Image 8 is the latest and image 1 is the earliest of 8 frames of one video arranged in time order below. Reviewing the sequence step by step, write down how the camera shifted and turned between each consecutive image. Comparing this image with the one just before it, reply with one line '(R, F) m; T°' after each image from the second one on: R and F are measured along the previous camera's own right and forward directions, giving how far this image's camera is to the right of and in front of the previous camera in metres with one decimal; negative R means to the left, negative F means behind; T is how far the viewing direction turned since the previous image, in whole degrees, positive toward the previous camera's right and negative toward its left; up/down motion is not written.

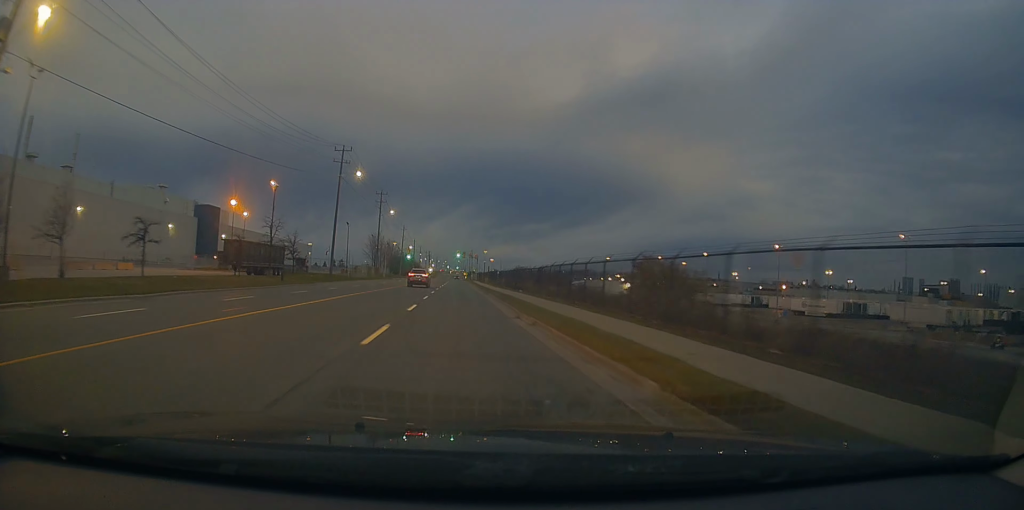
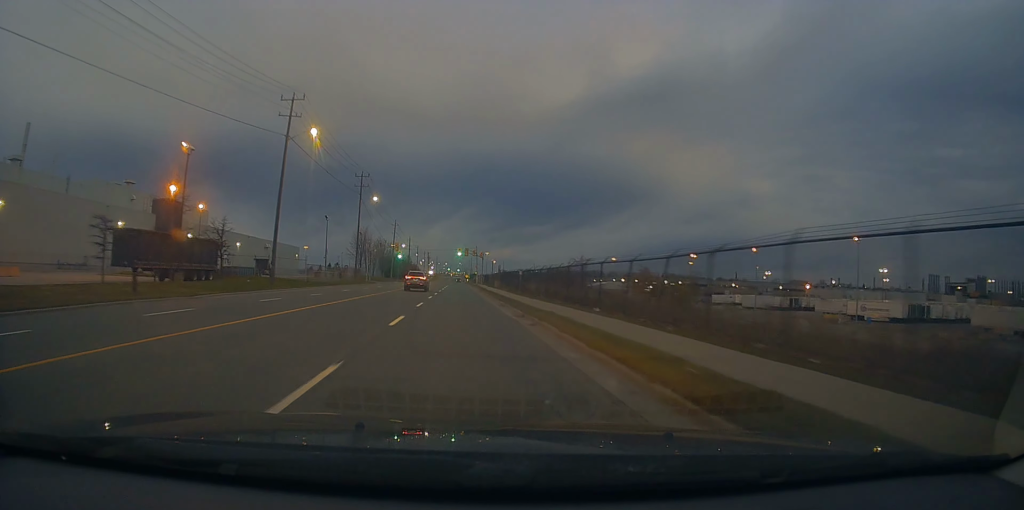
(+0.1, +23.2) m; +1°
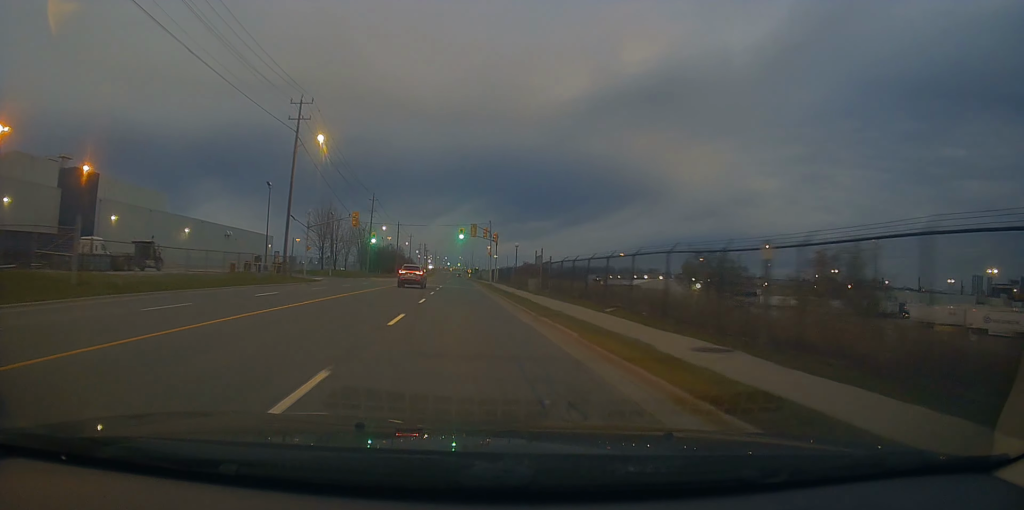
(-0.1, +37.0) m; -1°
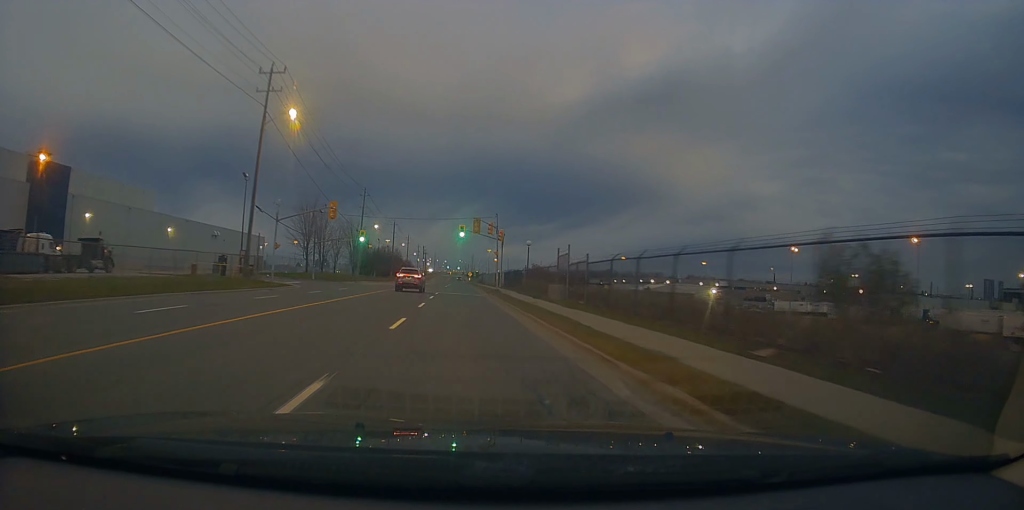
(0.0, +9.5) m; 0°
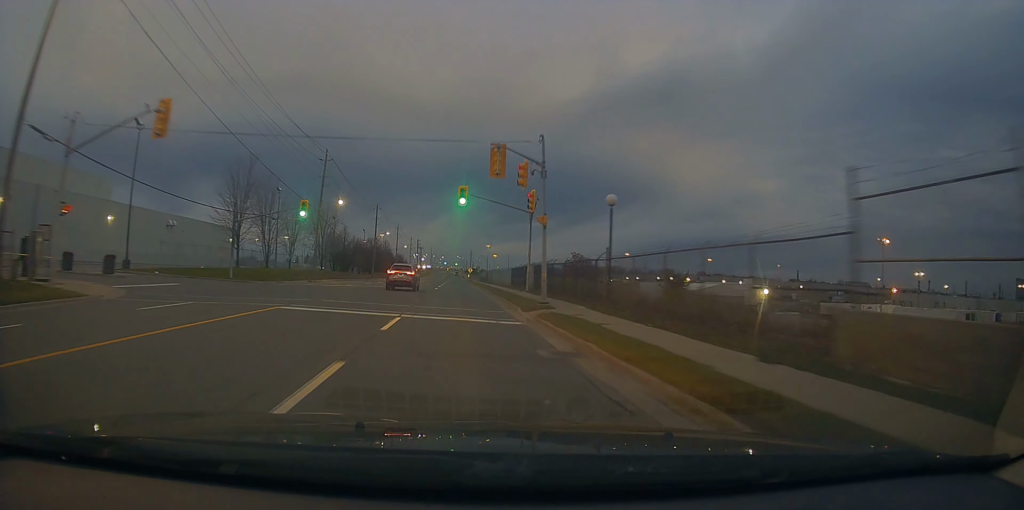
(+0.2, +26.3) m; +1°
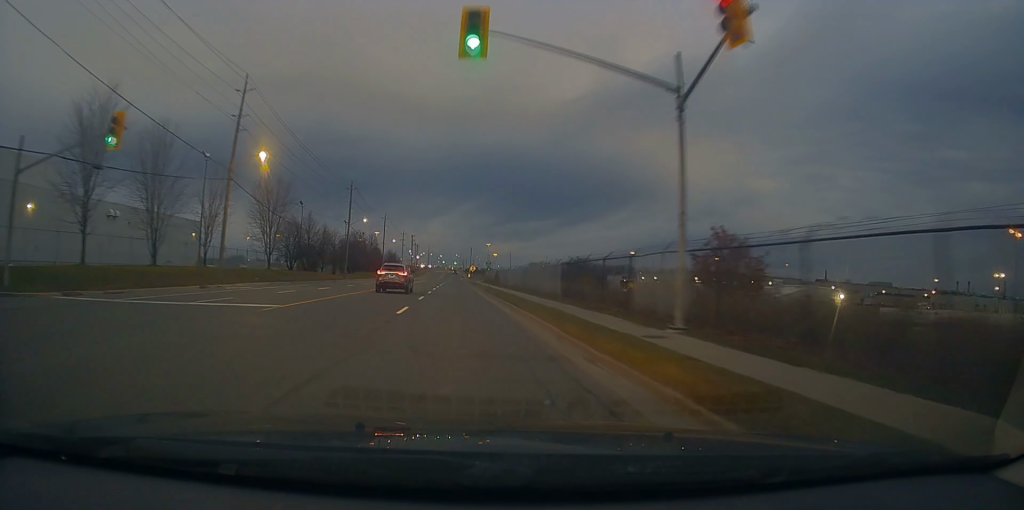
(+0.5, +26.4) m; 0°
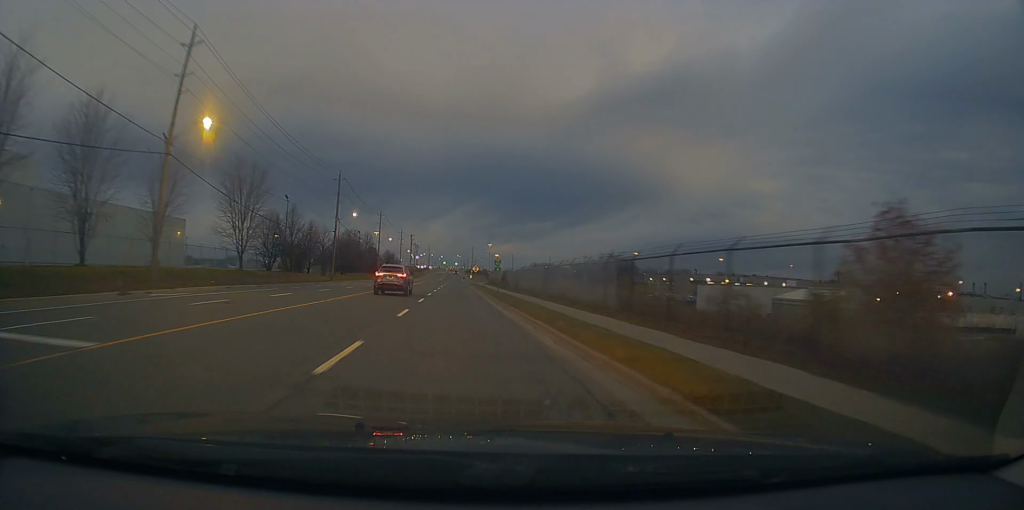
(-0.3, +9.6) m; 0°
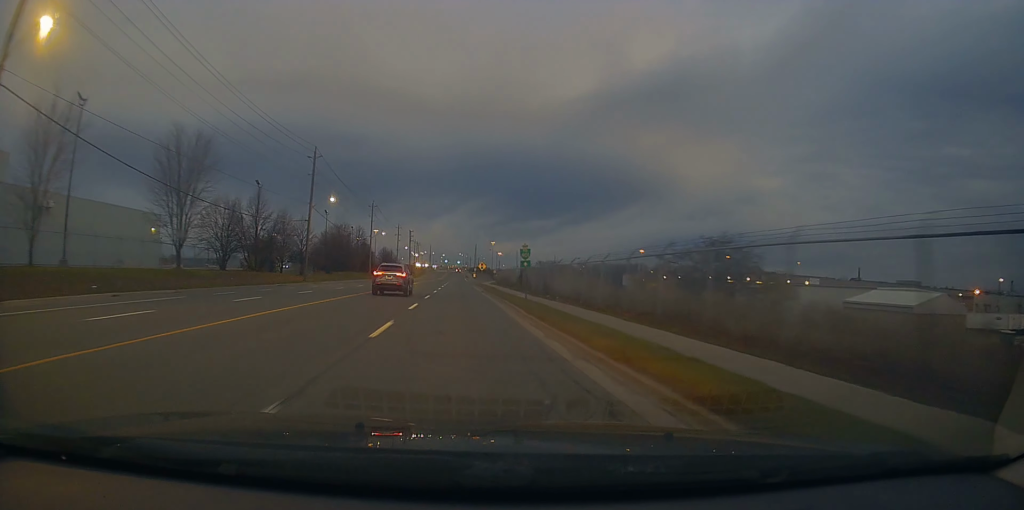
(-0.2, +14.6) m; -1°
